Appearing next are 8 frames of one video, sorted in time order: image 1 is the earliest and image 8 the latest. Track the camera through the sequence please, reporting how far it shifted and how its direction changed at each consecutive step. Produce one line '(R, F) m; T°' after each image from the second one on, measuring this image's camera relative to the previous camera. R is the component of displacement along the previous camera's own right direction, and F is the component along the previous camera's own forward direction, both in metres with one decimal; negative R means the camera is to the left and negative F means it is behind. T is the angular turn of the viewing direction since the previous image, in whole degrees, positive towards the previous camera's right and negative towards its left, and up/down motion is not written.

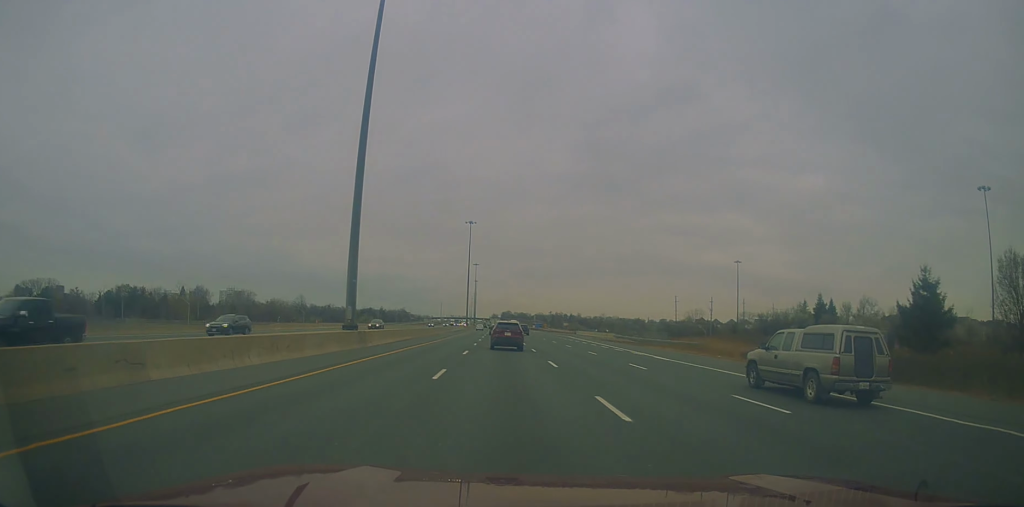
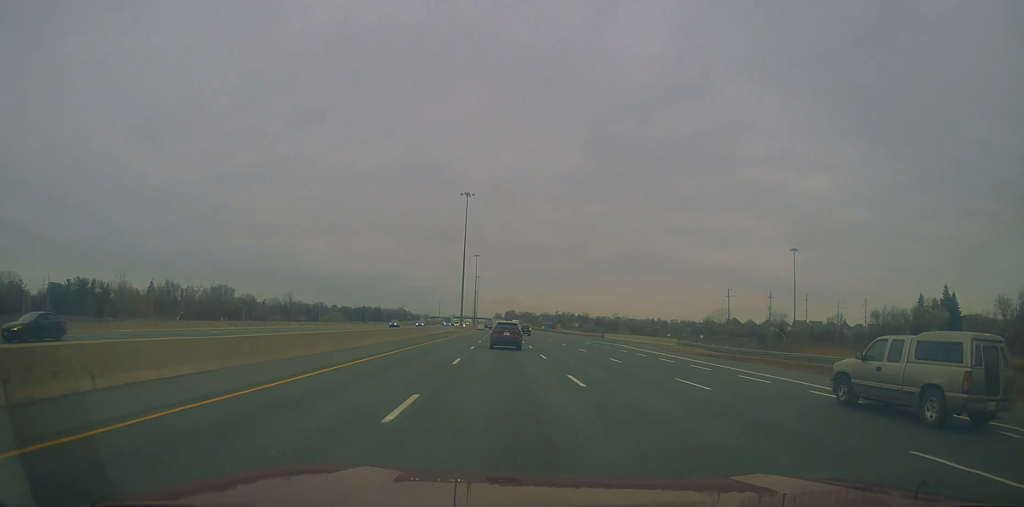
(-0.3, +43.5) m; 0°
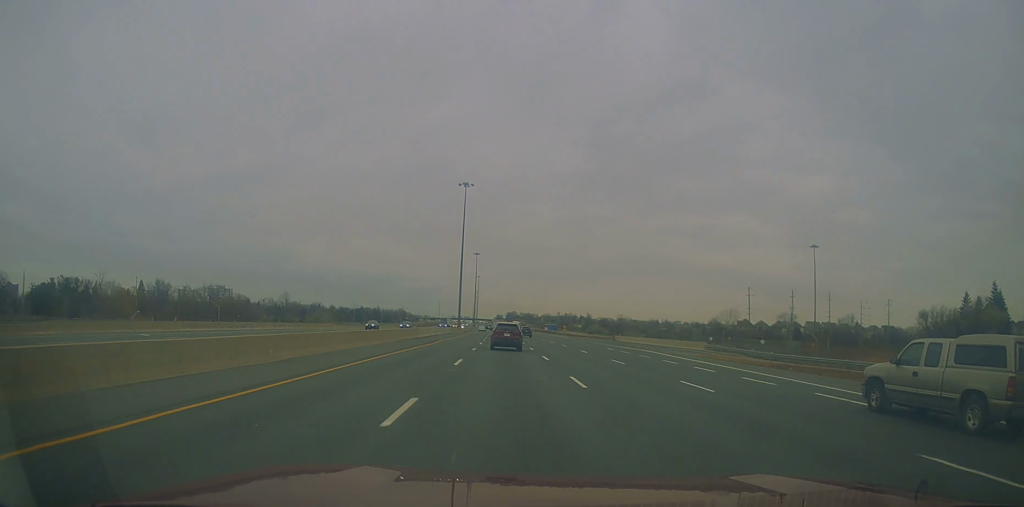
(+0.4, +12.4) m; 0°
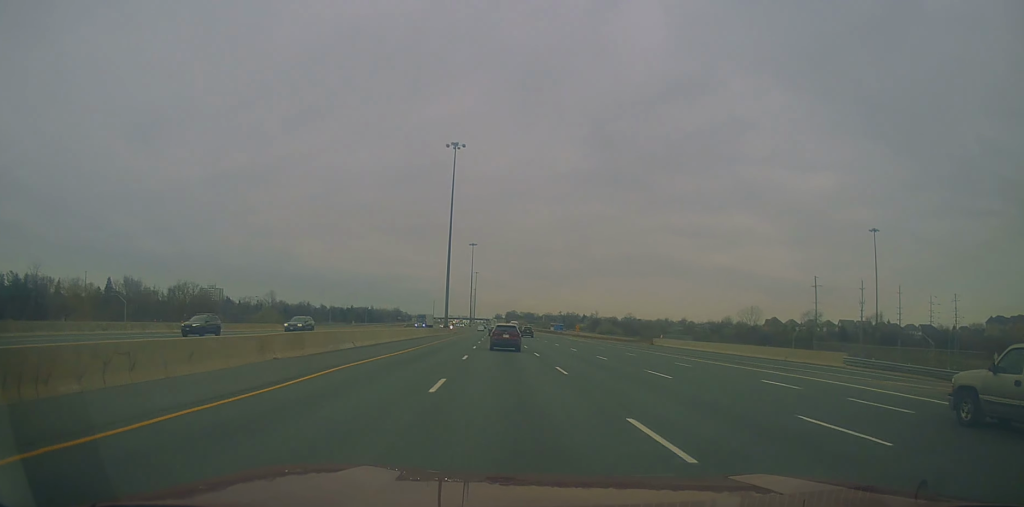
(-0.9, +32.0) m; -1°
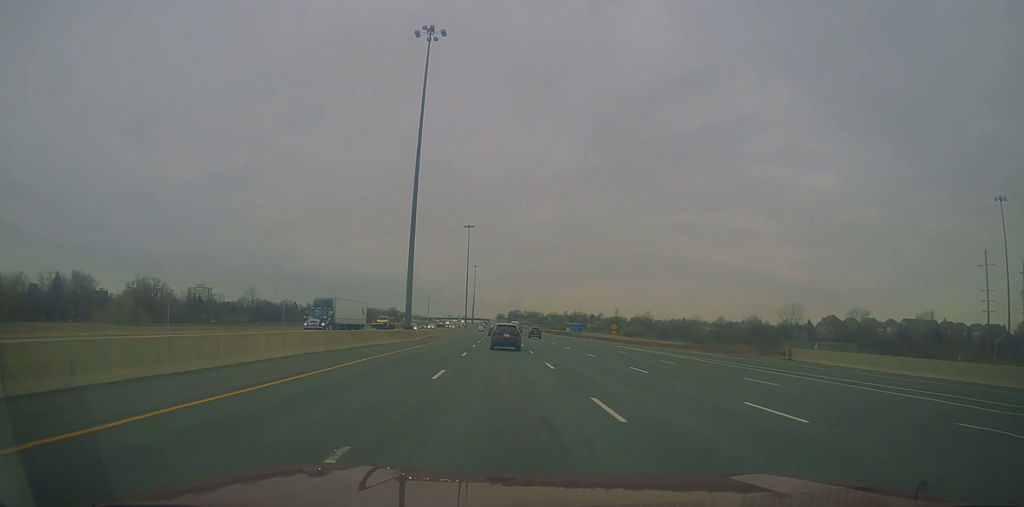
(+1.1, +45.9) m; +2°
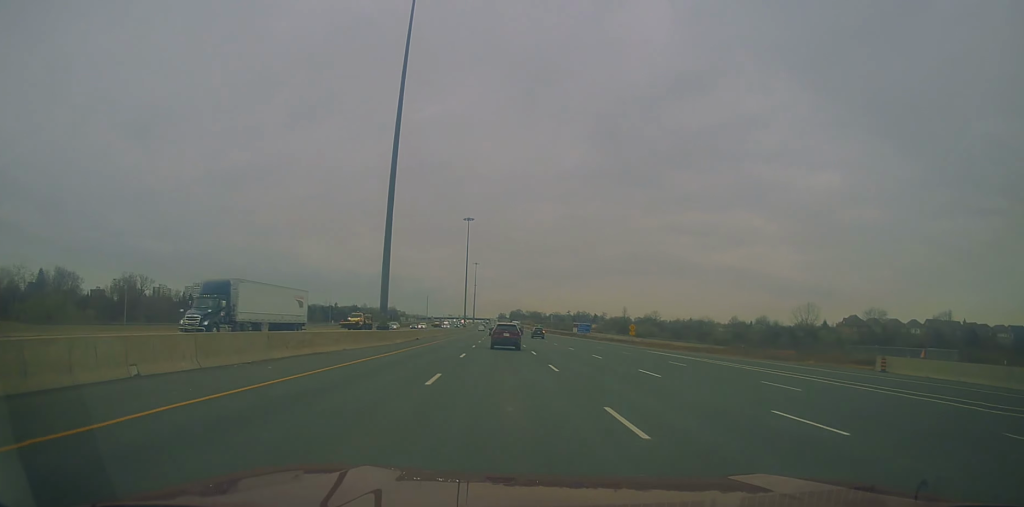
(+0.3, +13.7) m; 0°
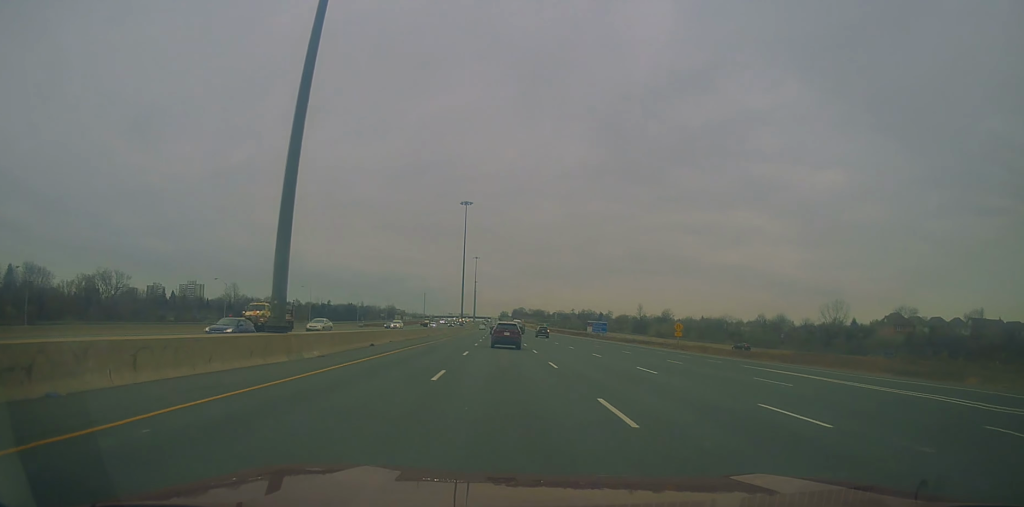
(-0.2, +23.3) m; -1°
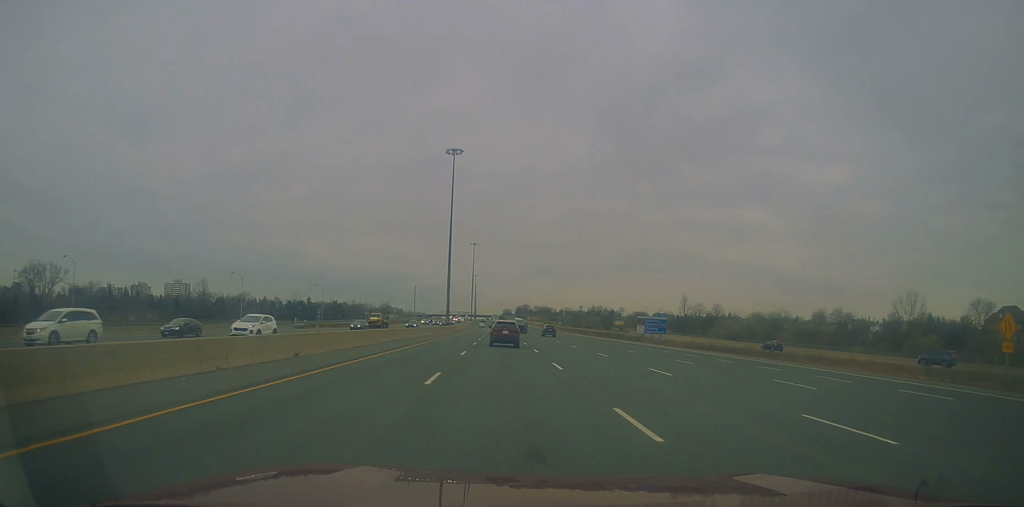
(-1.0, +50.2) m; -1°
